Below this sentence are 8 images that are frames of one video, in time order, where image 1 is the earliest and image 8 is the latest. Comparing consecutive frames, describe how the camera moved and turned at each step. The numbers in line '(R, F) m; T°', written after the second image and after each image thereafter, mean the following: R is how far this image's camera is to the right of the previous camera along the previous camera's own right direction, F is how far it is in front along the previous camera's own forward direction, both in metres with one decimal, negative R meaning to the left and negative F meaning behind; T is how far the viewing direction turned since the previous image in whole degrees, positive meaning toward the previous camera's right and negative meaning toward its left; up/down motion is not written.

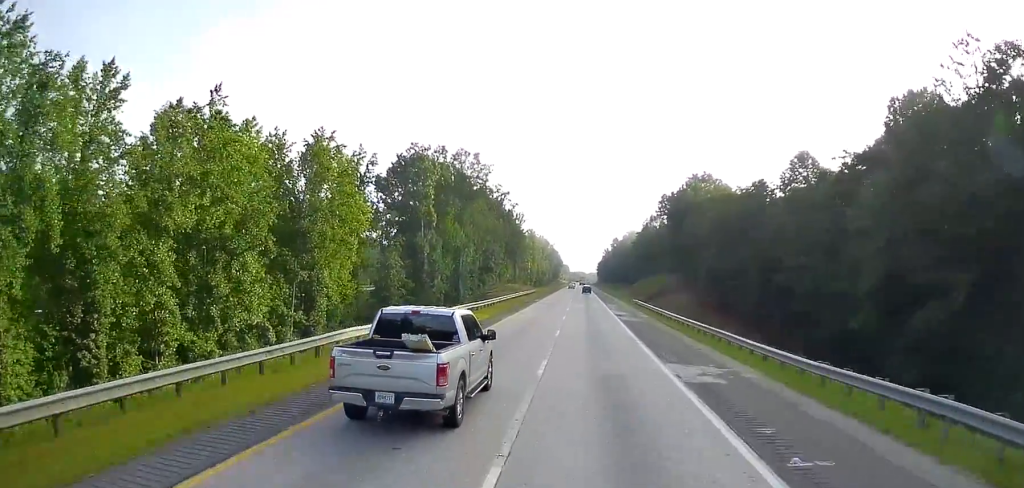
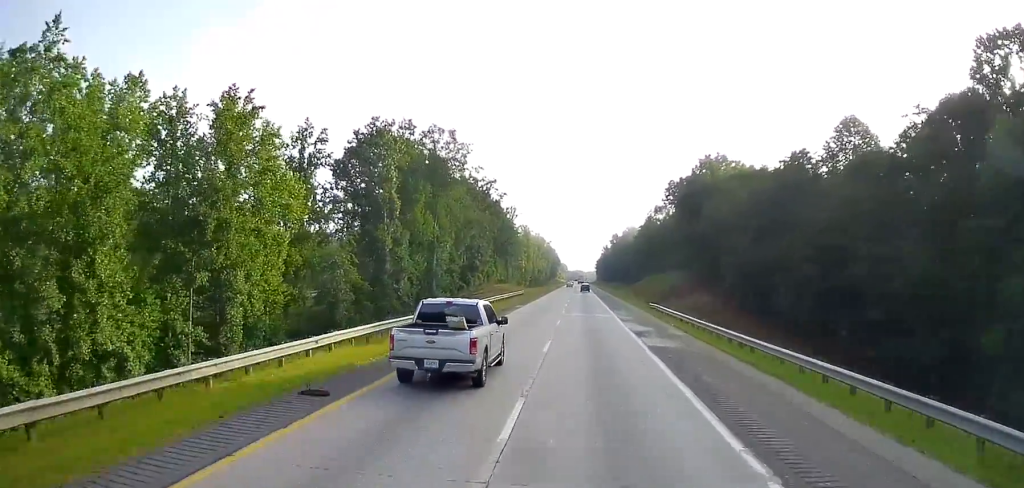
(-0.5, +19.6) m; -1°
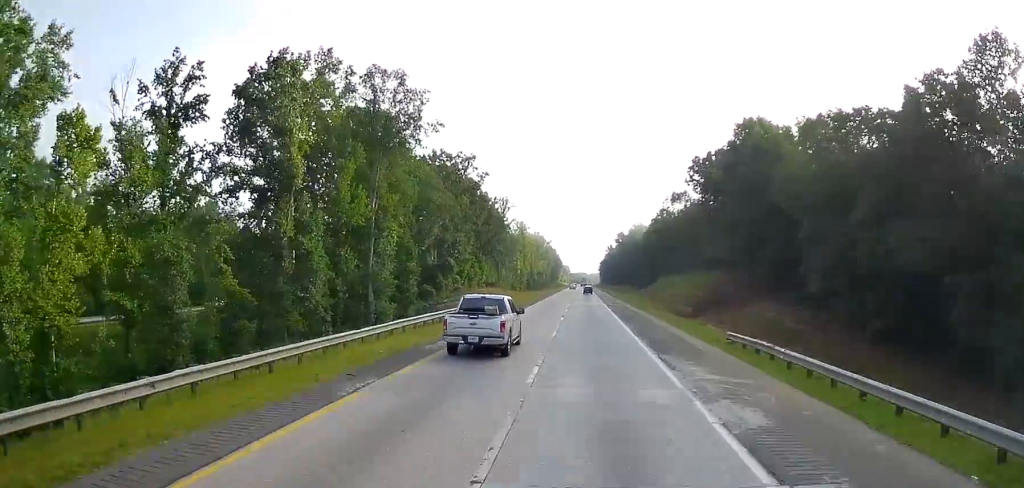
(+0.5, +31.3) m; +1°
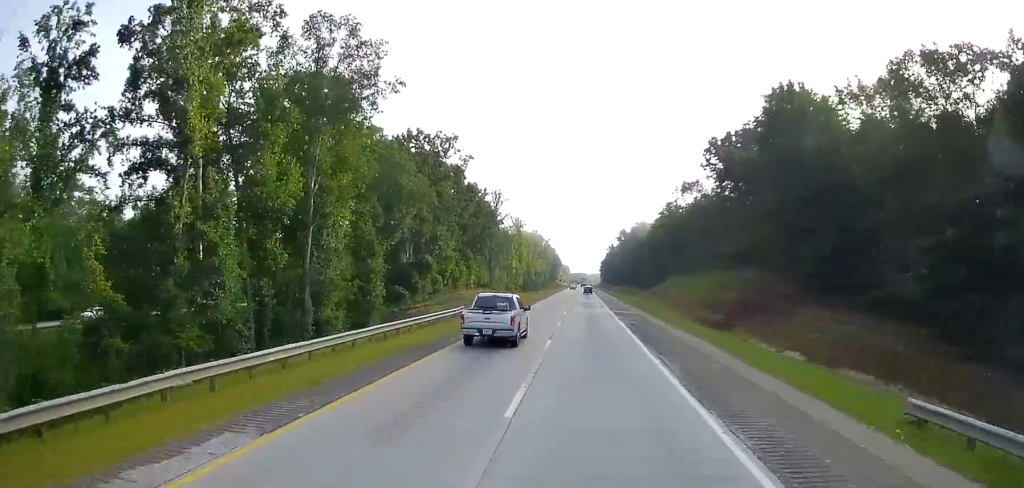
(+0.2, +16.3) m; 0°
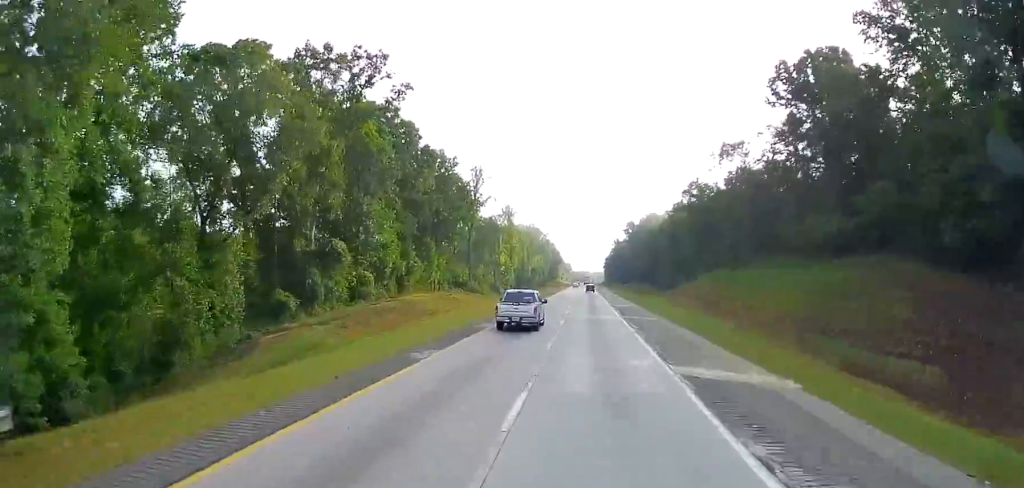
(-0.2, +37.5) m; 0°
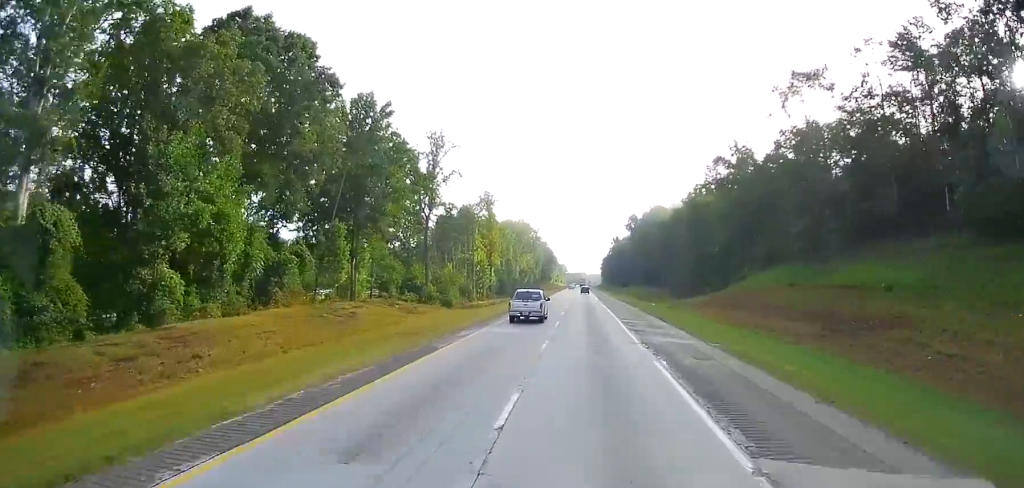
(-0.1, +36.8) m; -1°
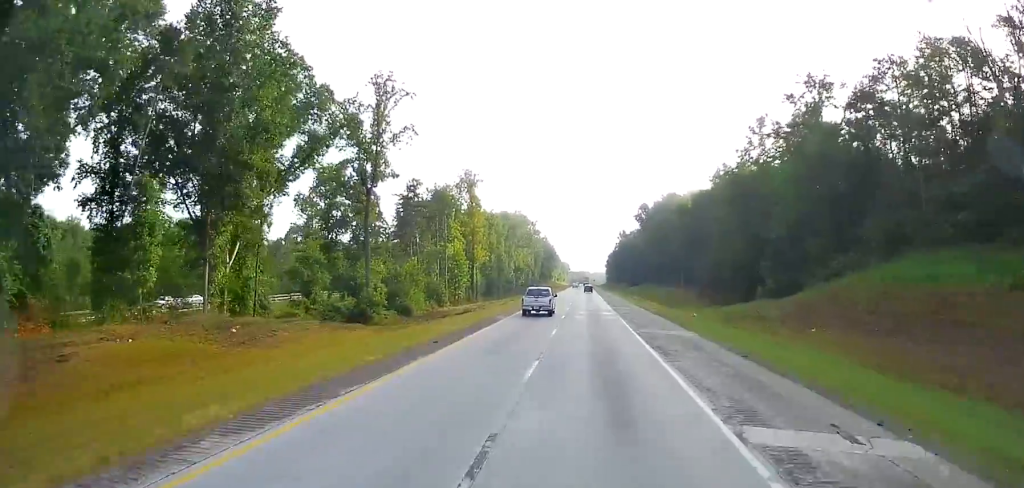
(-0.1, +31.2) m; +1°
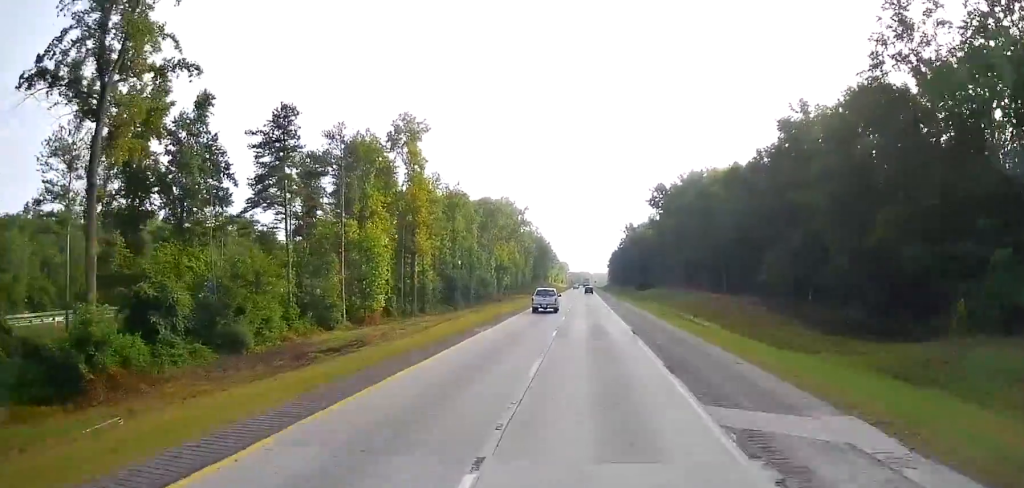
(+0.6, +47.2) m; +1°
